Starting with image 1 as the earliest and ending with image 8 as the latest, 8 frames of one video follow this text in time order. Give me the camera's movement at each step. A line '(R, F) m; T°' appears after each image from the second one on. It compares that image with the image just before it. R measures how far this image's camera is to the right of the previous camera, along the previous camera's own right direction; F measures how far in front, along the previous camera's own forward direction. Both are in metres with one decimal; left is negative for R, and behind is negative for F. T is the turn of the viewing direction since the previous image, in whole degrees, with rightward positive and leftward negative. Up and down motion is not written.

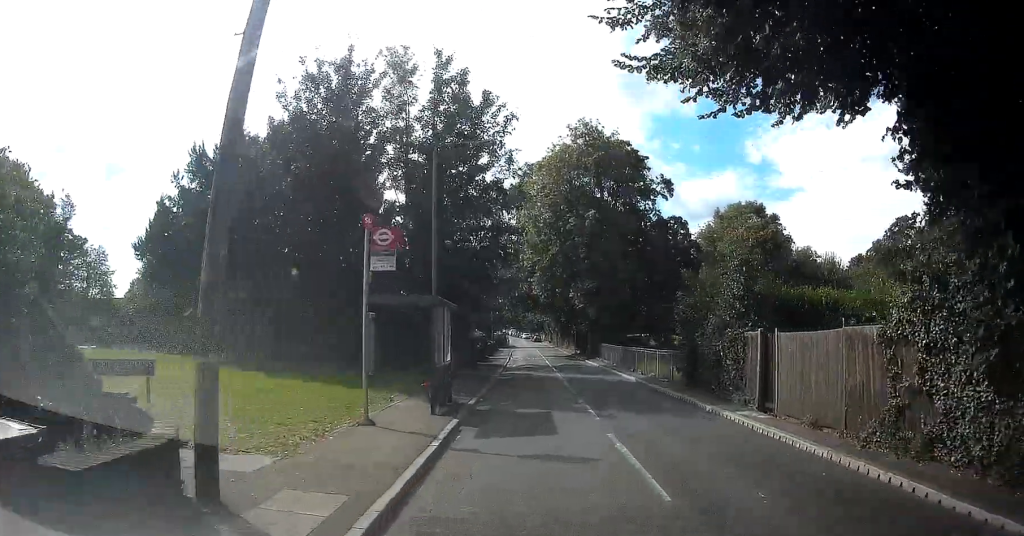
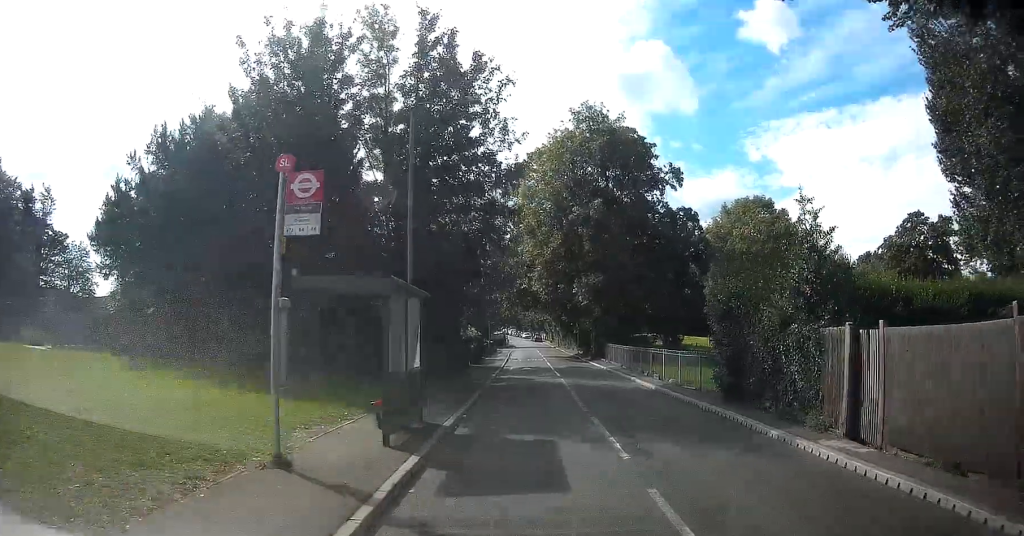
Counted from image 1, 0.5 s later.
(0.0, +3.7) m; 0°
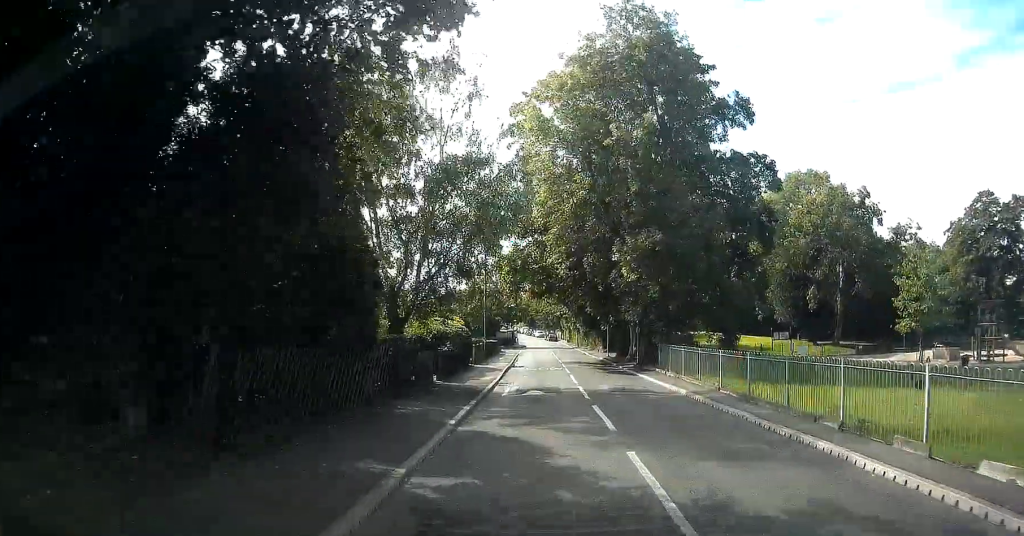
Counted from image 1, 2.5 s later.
(-0.2, +15.5) m; 0°
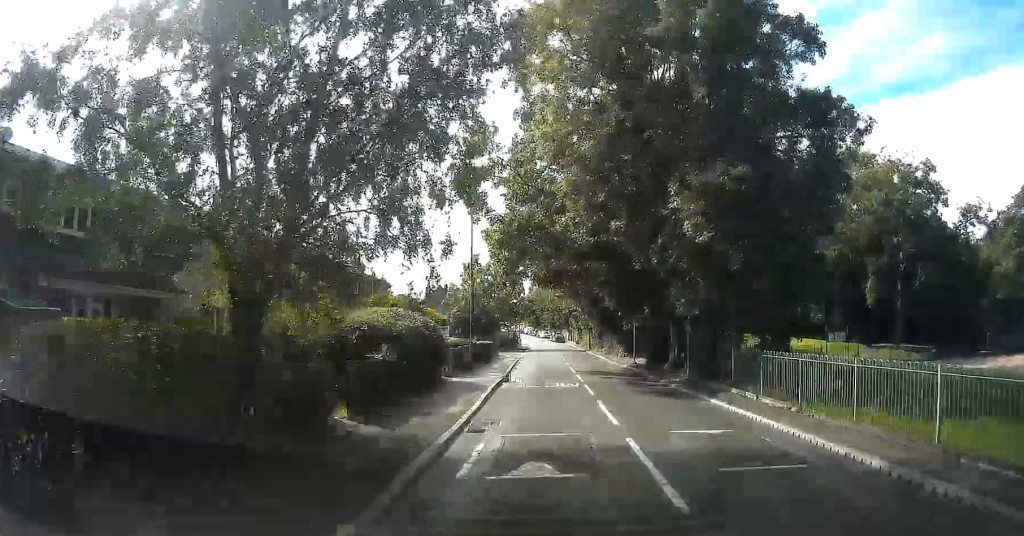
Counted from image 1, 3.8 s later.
(+0.2, +9.9) m; +1°
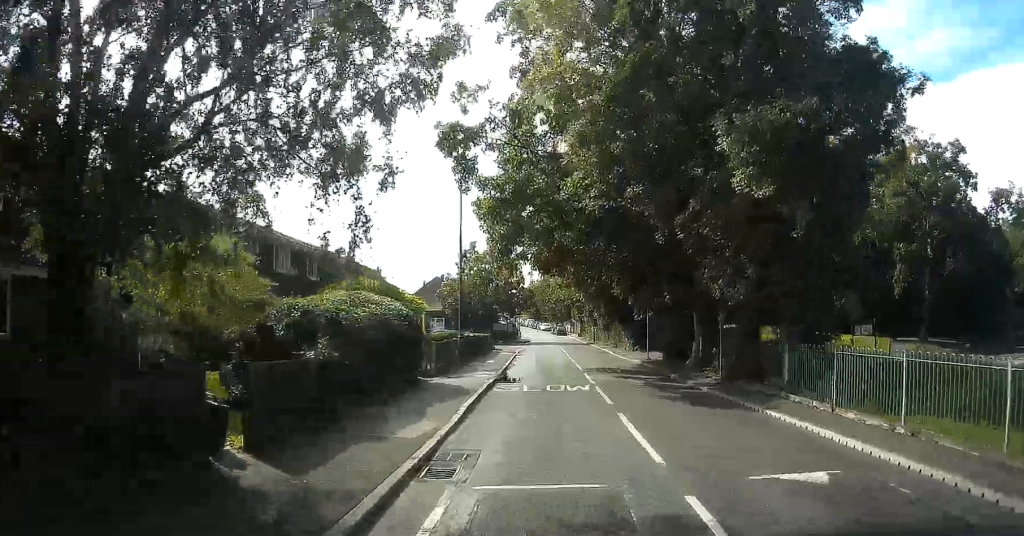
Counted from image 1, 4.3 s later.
(0.0, +3.9) m; 0°
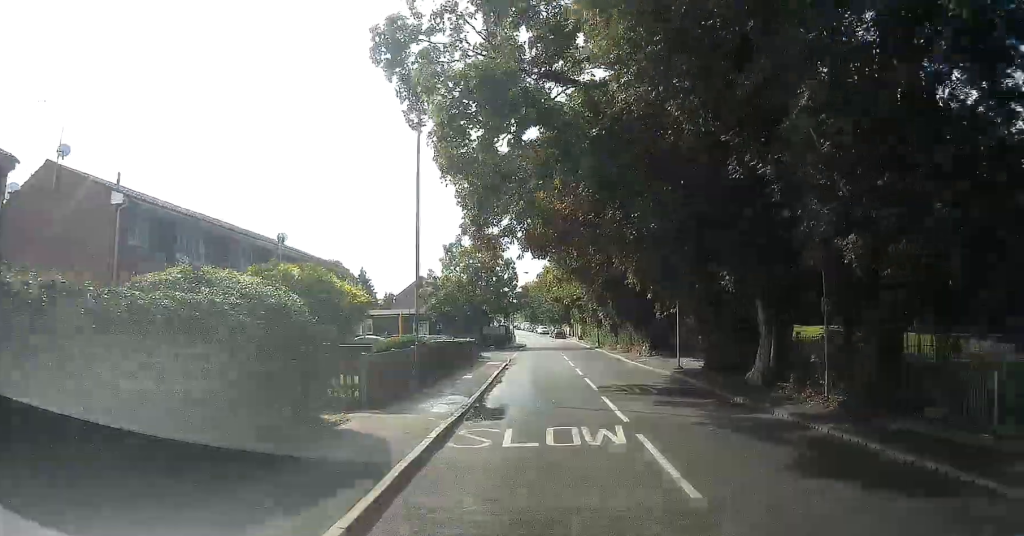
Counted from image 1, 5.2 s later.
(0.0, +7.4) m; +1°
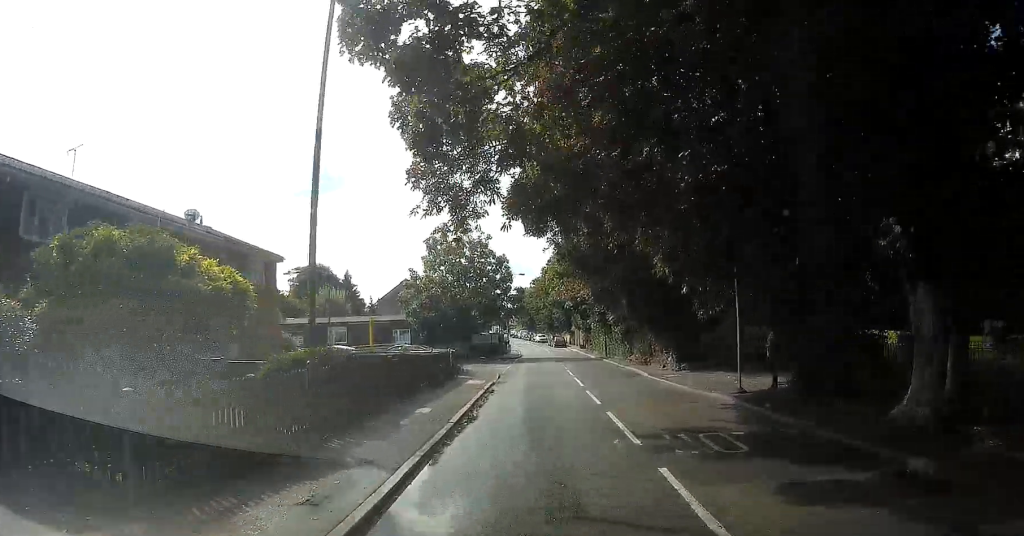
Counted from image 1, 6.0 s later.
(+0.1, +7.6) m; +1°
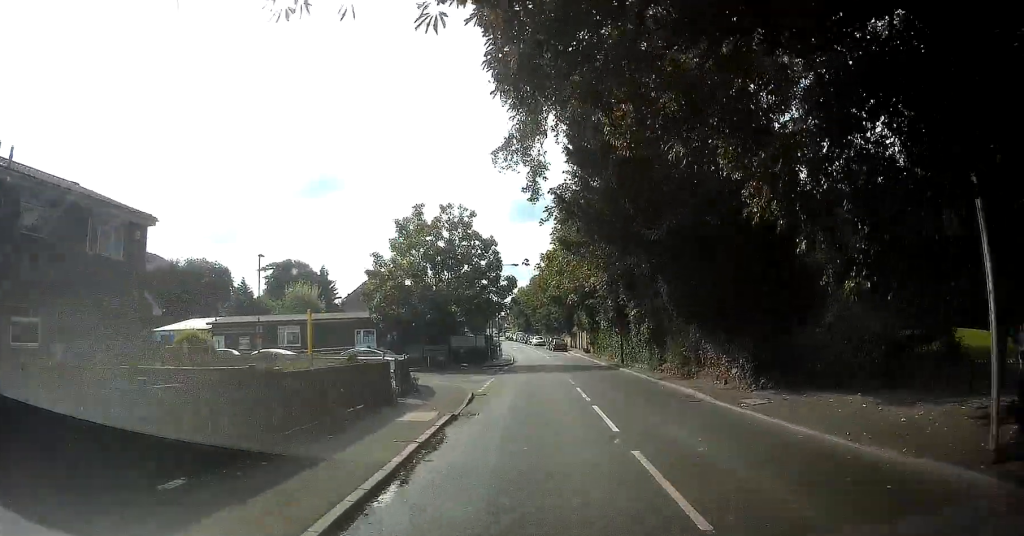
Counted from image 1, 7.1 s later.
(0.0, +10.1) m; 0°
